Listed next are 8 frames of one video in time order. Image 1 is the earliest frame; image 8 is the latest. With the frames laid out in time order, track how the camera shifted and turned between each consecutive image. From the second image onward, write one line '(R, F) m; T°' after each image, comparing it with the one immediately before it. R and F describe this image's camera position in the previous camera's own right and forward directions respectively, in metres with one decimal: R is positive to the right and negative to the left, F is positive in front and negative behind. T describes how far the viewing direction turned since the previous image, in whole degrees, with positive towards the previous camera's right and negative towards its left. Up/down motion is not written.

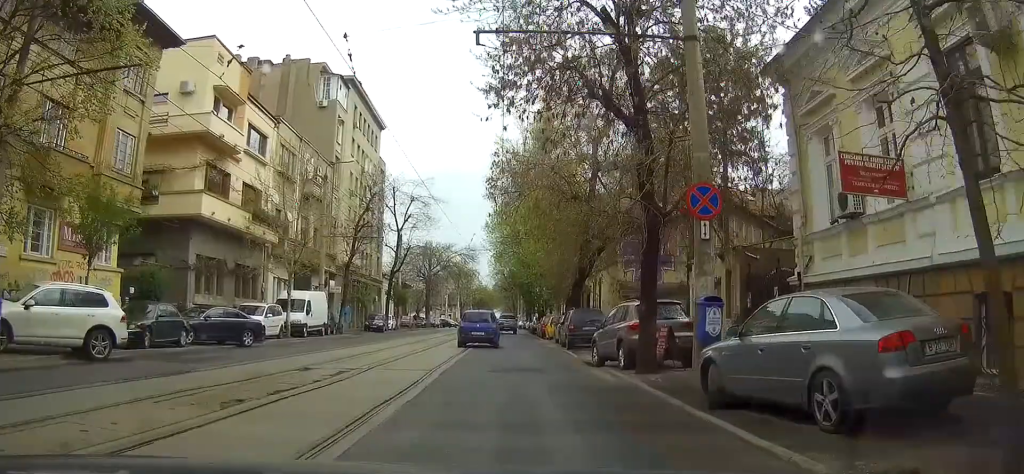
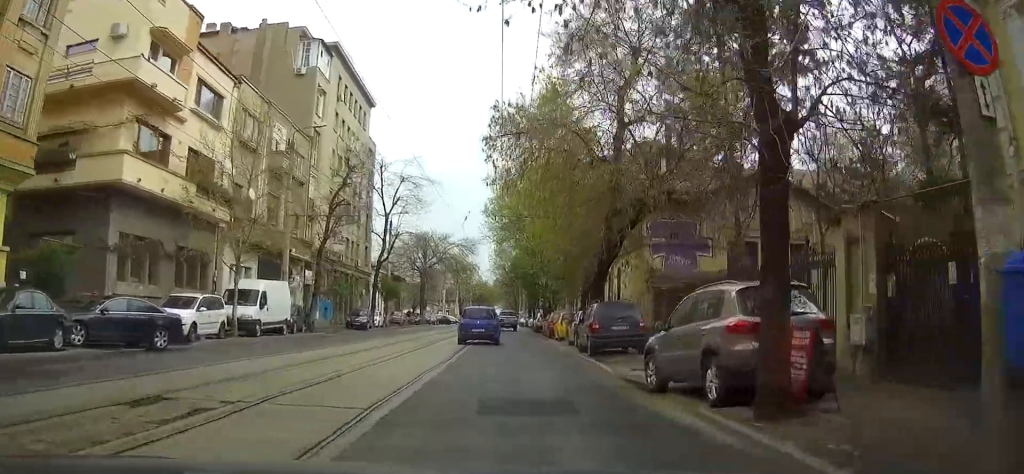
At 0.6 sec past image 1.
(0.0, +7.3) m; 0°
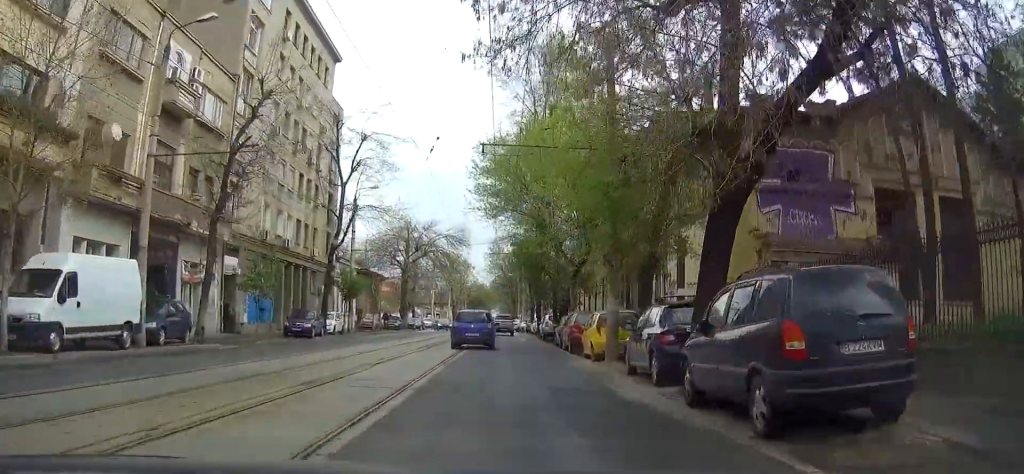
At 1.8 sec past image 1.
(+0.2, +15.0) m; +1°
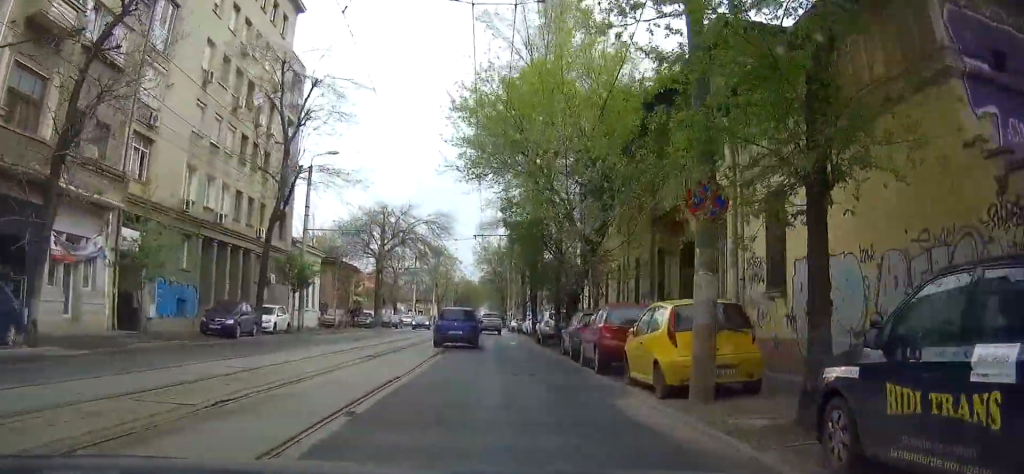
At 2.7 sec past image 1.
(0.0, +10.3) m; 0°
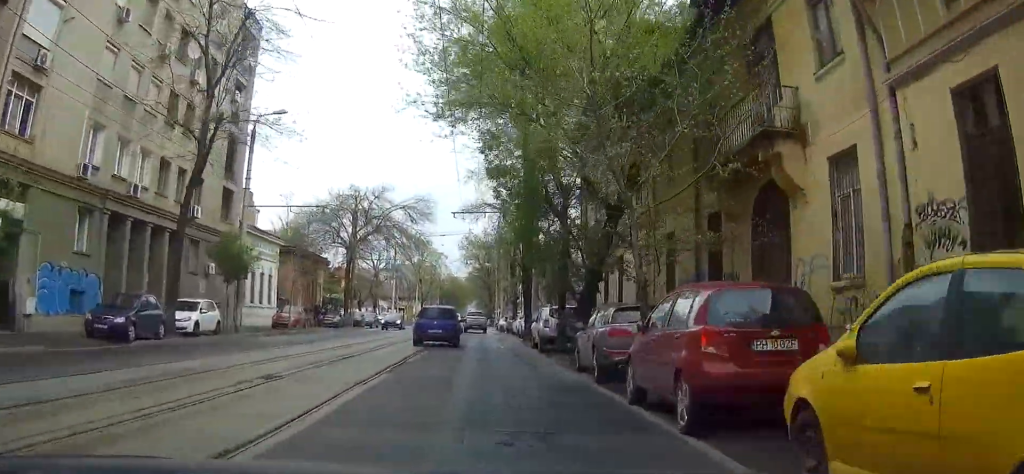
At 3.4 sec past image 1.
(0.0, +8.6) m; 0°
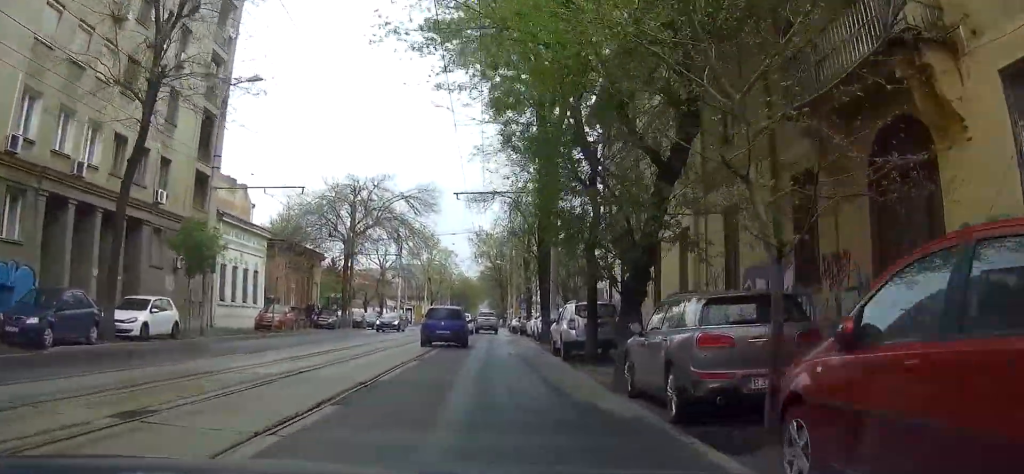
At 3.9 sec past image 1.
(0.0, +5.4) m; -1°
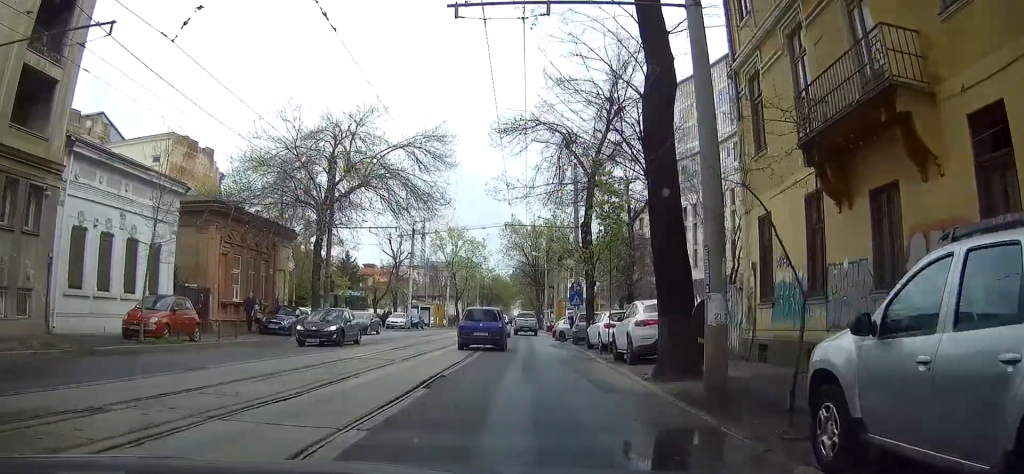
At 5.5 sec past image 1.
(-0.5, +17.9) m; -2°
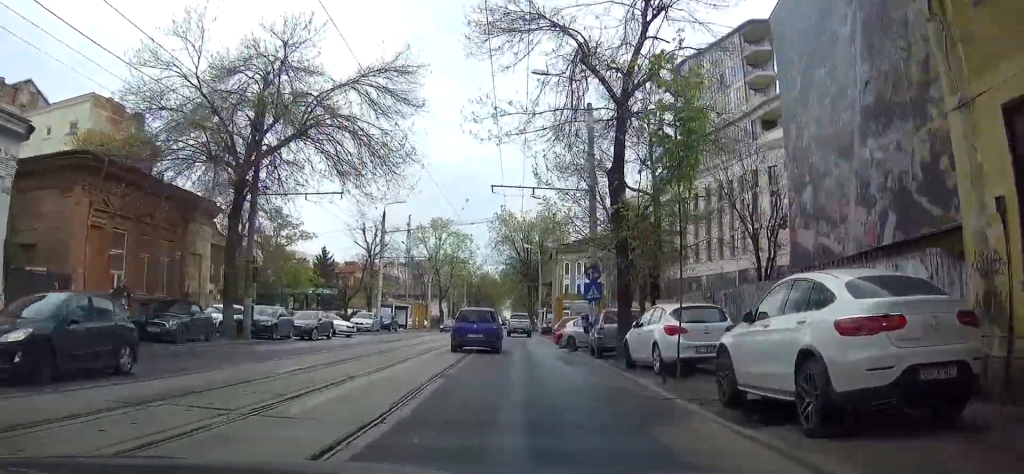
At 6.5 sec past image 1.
(+0.1, +11.2) m; +1°
